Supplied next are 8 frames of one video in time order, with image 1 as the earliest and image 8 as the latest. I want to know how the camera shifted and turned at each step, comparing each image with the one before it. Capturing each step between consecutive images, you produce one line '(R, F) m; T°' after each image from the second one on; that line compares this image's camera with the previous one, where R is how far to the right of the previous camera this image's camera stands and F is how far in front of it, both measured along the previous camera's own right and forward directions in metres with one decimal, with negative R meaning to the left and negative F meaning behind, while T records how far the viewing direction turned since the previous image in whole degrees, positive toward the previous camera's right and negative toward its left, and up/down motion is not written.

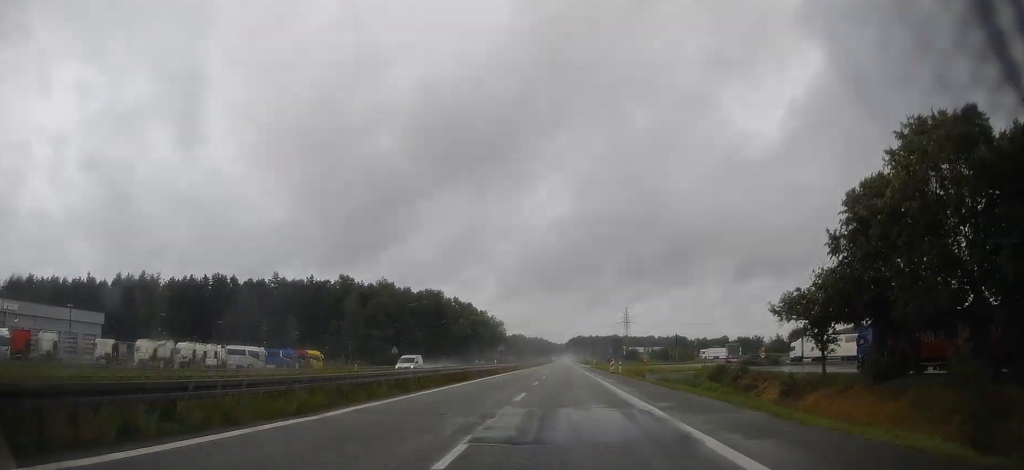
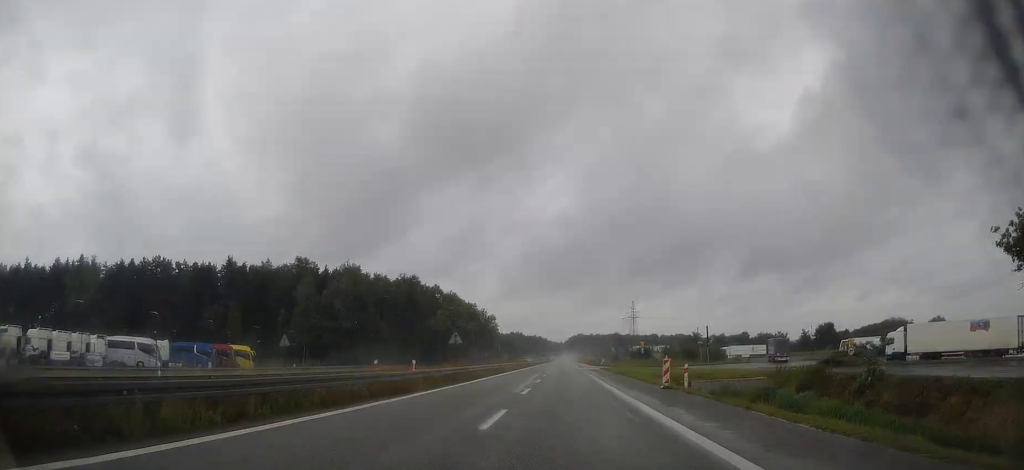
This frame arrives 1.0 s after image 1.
(0.0, +29.6) m; 0°
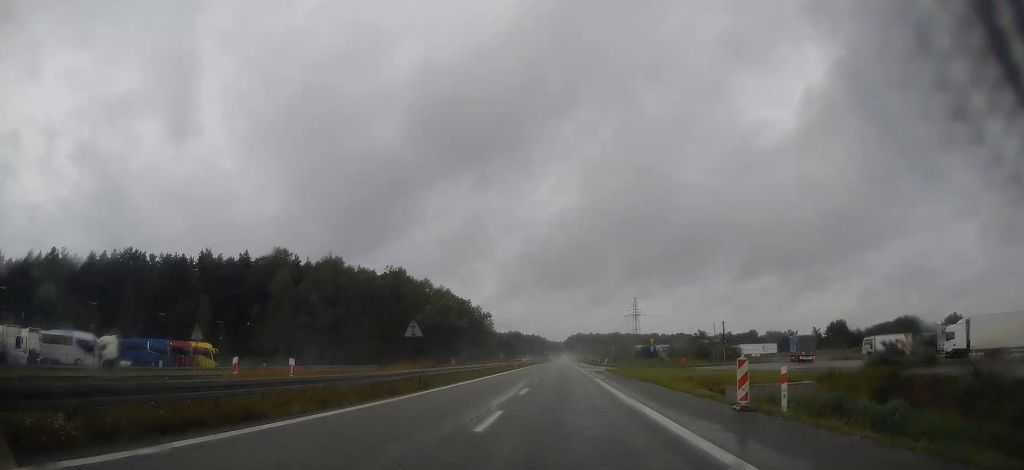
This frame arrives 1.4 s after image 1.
(+0.1, +11.9) m; 0°
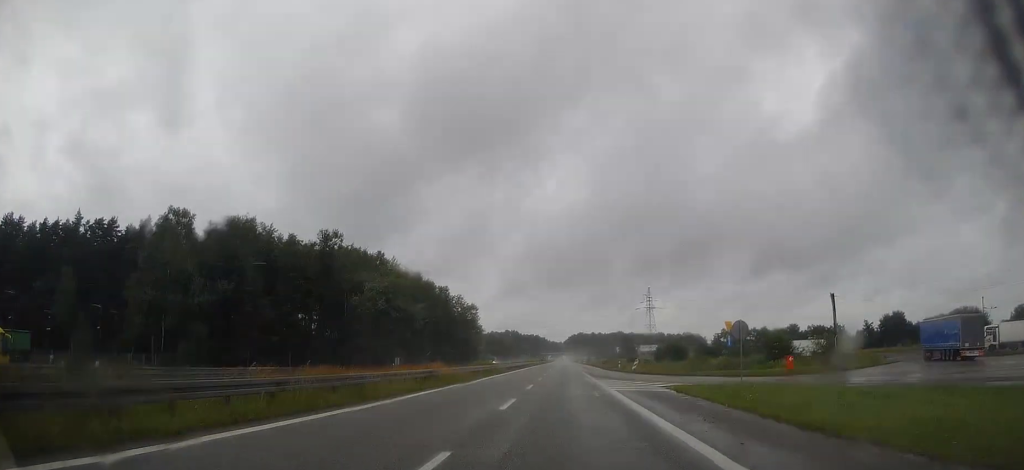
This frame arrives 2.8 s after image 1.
(-0.3, +41.7) m; 0°
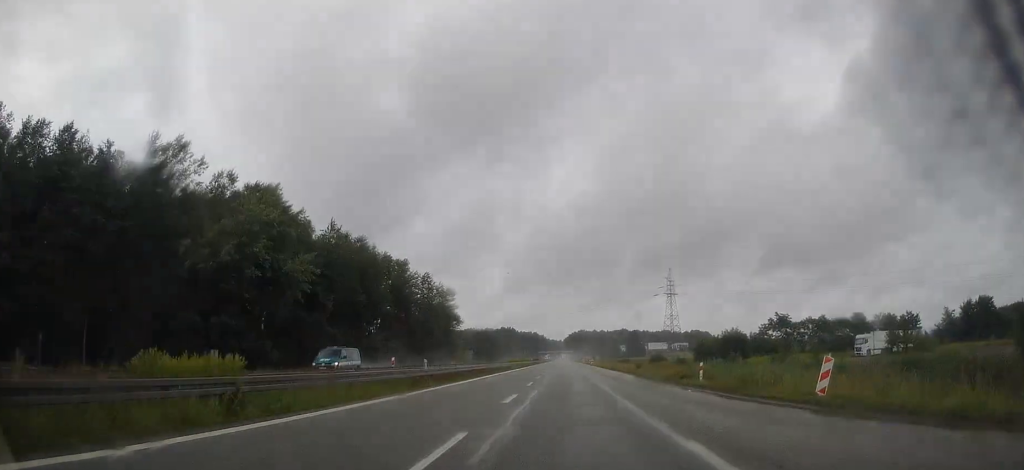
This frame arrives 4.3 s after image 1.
(+0.4, +44.8) m; 0°
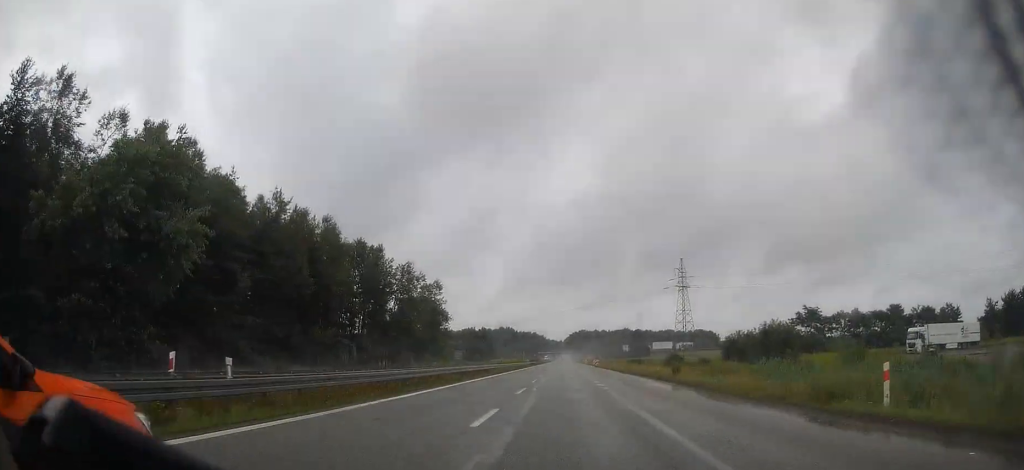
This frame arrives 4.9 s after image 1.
(0.0, +17.9) m; 0°
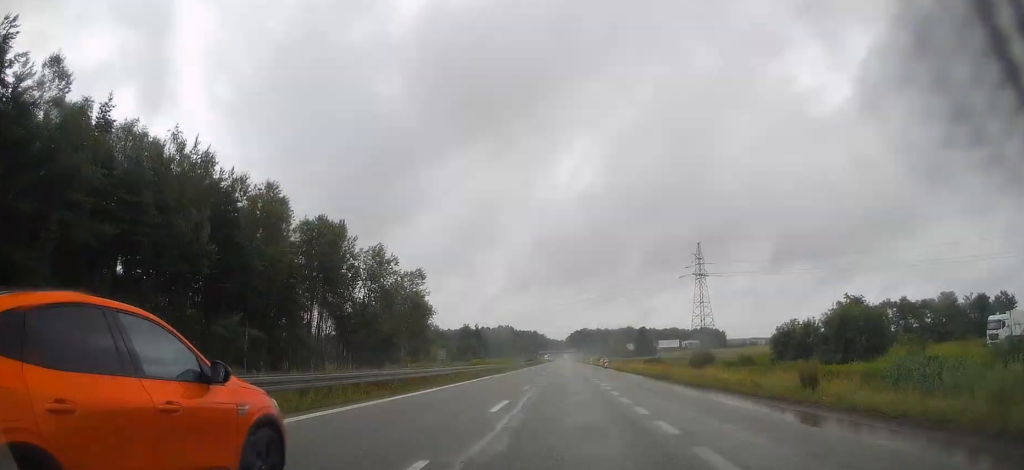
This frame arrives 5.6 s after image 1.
(-0.2, +20.0) m; 0°
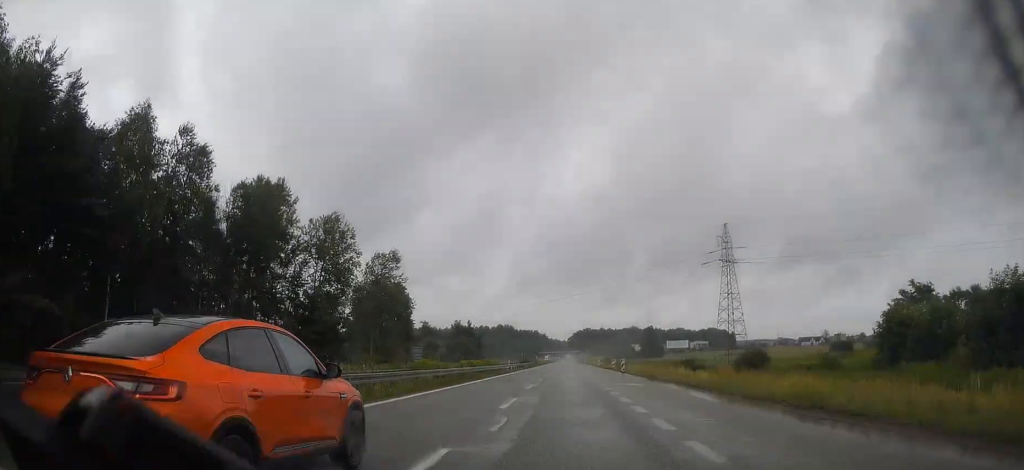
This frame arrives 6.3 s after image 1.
(+0.2, +22.0) m; 0°
